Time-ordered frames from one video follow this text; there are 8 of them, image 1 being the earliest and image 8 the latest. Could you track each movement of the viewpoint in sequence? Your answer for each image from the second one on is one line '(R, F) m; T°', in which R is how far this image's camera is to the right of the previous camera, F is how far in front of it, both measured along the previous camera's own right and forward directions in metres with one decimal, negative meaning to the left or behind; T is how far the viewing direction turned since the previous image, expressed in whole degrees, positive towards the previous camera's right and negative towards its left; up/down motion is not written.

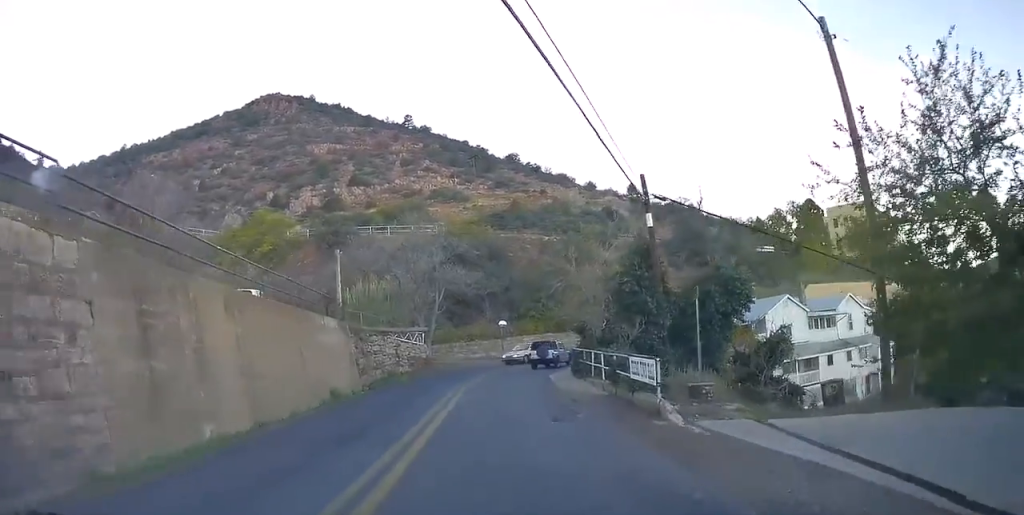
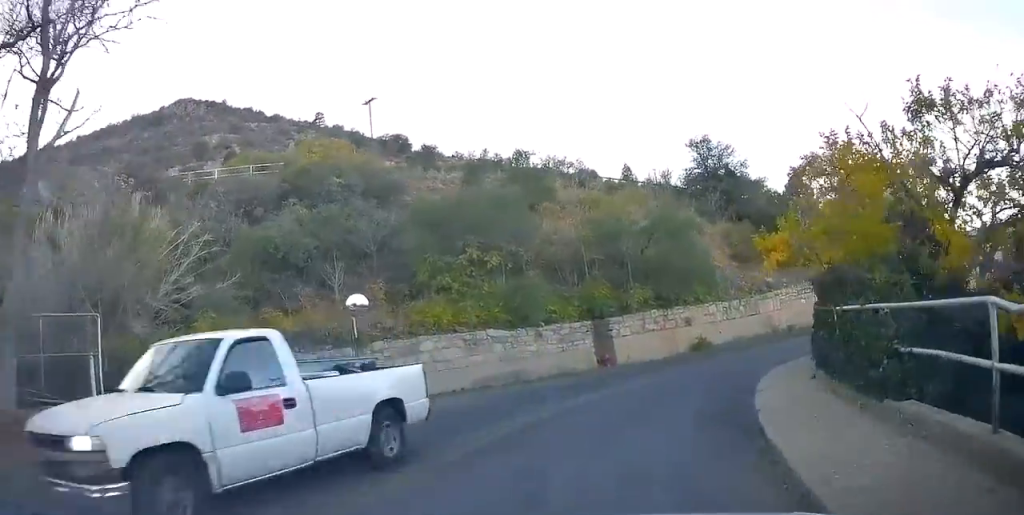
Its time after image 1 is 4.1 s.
(-1.1, +32.8) m; +10°
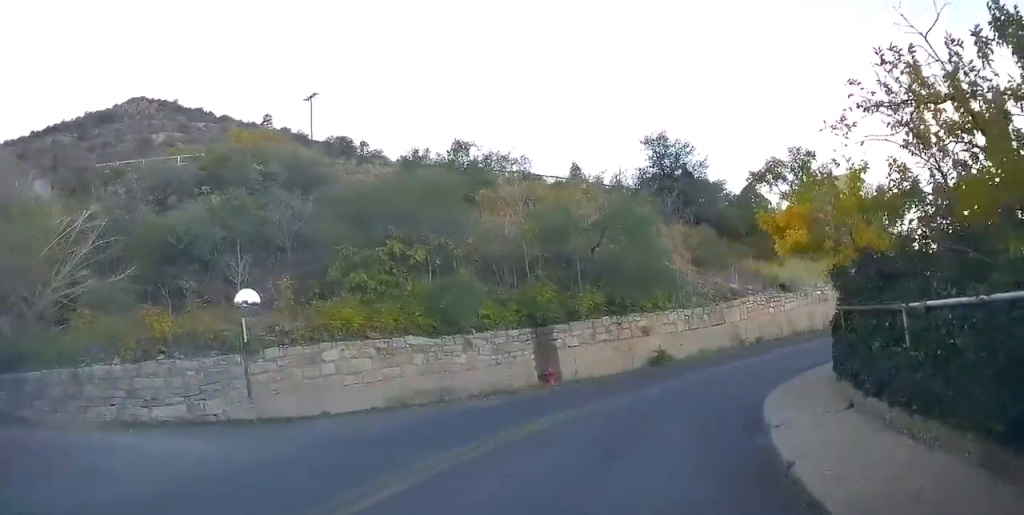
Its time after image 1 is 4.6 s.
(+0.4, +3.5) m; +8°
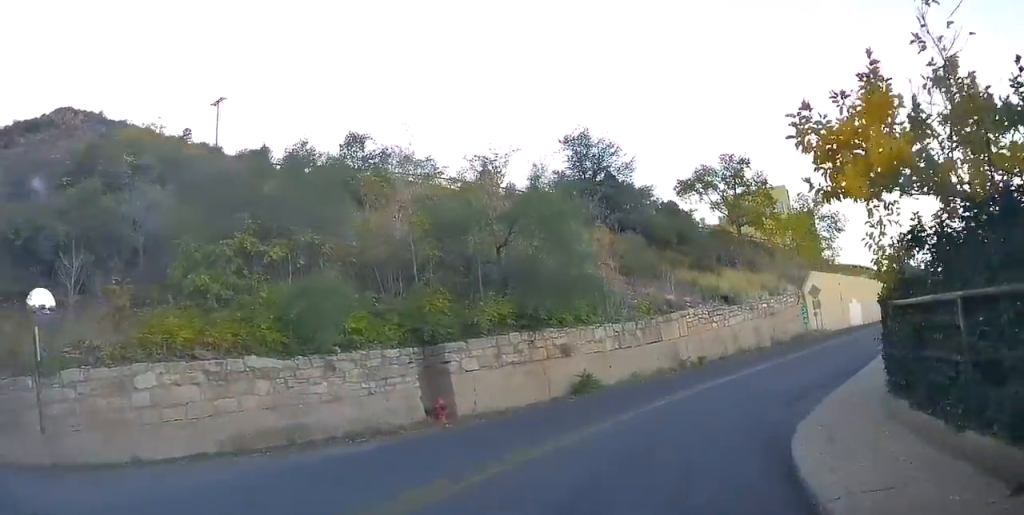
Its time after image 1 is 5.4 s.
(+0.3, +4.3) m; +10°
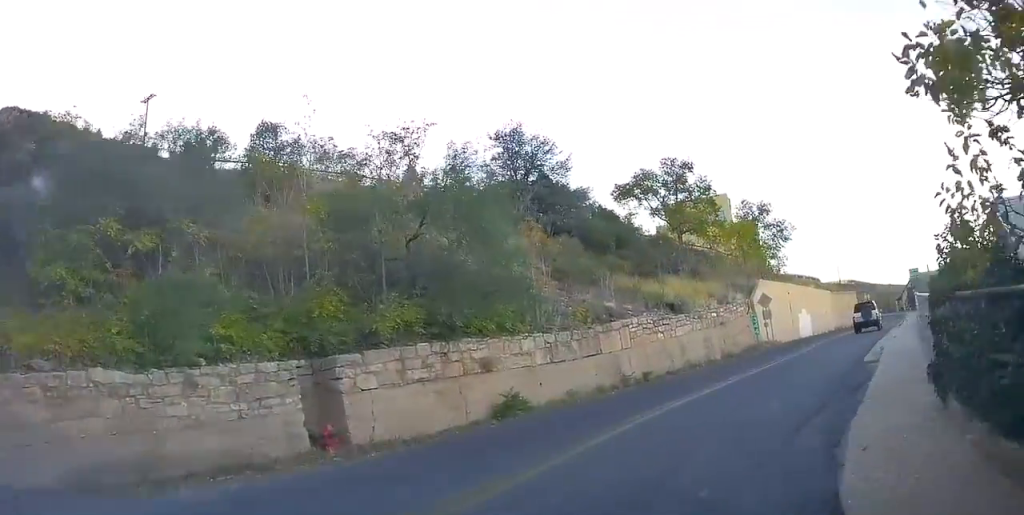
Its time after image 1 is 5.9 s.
(+0.1, +2.9) m; +8°
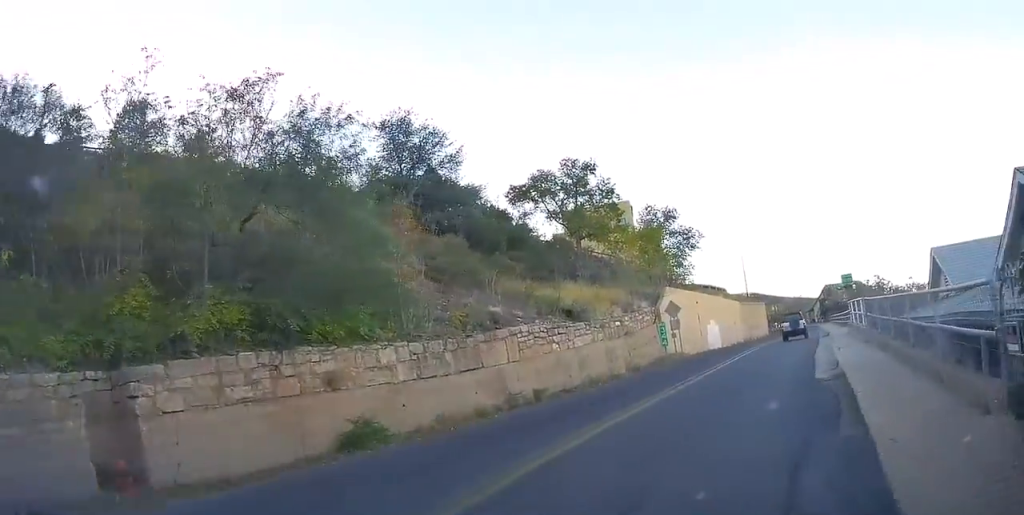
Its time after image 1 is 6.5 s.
(+0.5, +3.2) m; +9°
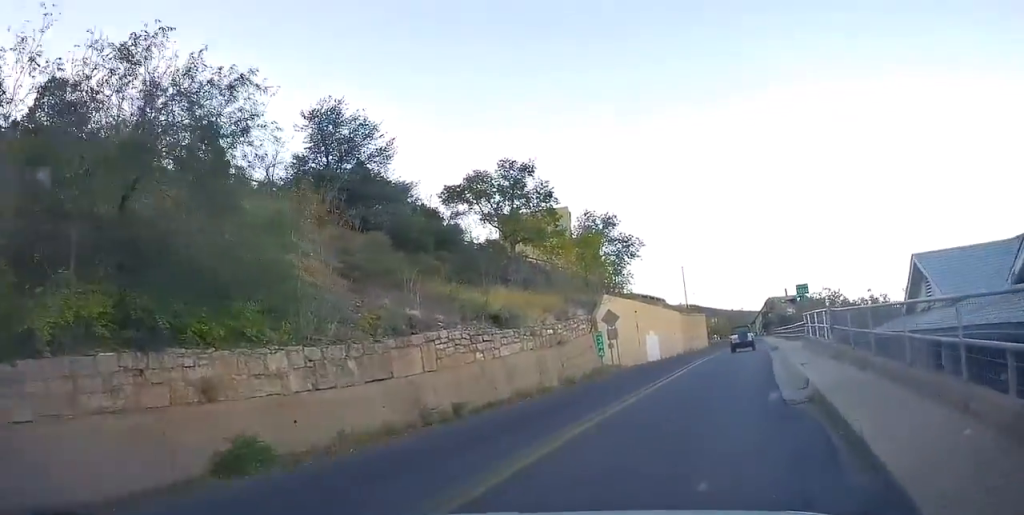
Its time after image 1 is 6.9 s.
(+0.1, +2.1) m; +5°
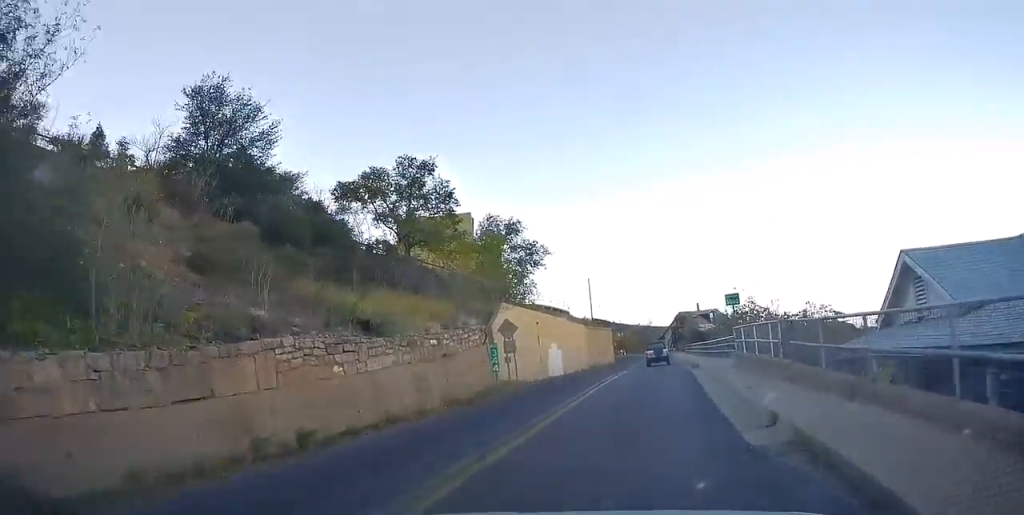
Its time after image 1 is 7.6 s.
(-0.1, +3.4) m; +7°
